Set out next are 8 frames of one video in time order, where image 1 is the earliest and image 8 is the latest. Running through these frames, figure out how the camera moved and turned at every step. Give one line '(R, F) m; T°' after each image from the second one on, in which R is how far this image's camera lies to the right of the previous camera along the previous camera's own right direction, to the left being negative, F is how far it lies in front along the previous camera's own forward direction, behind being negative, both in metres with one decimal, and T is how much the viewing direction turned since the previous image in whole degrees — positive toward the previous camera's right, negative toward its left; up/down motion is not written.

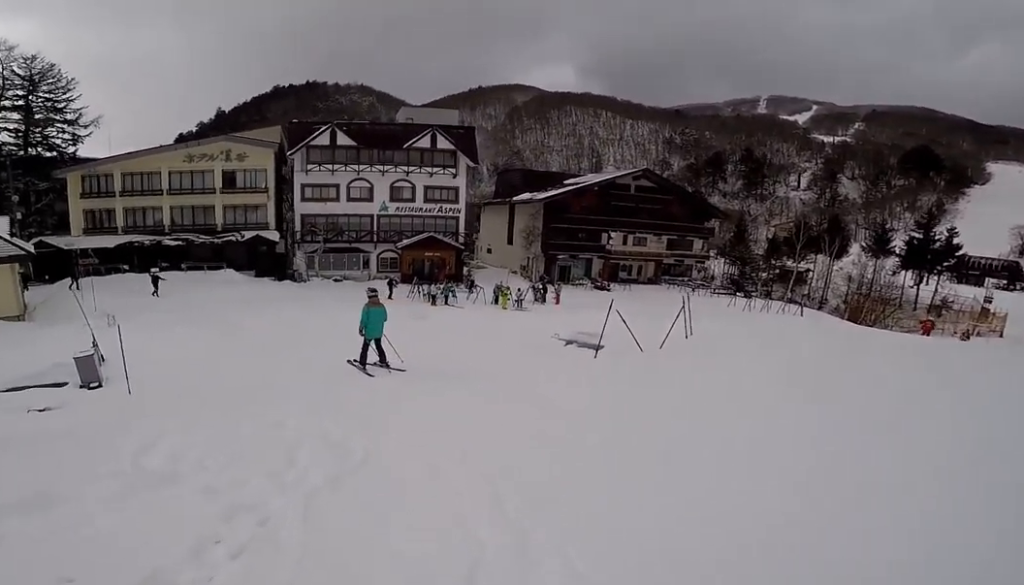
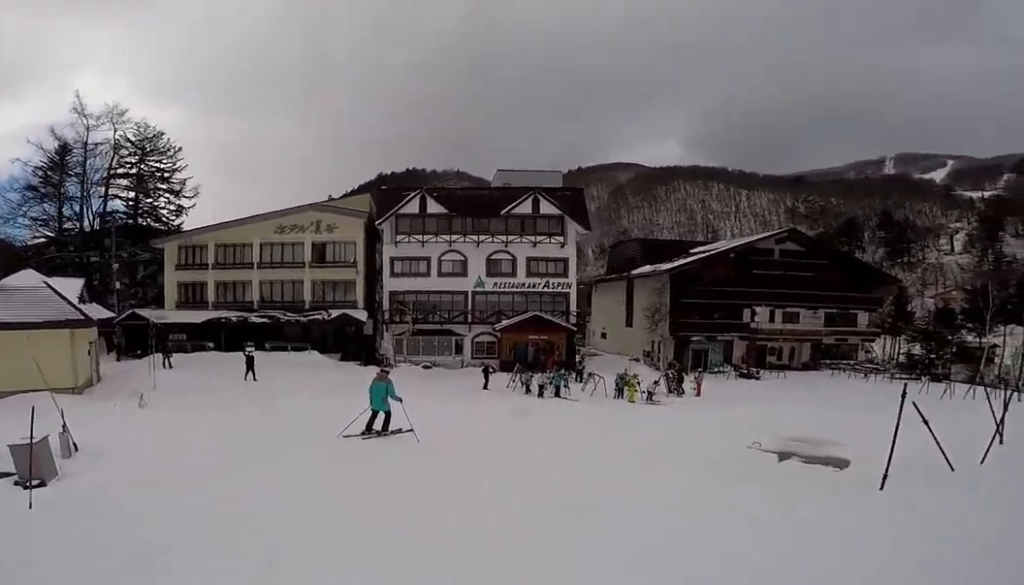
(+0.5, +4.6) m; -5°
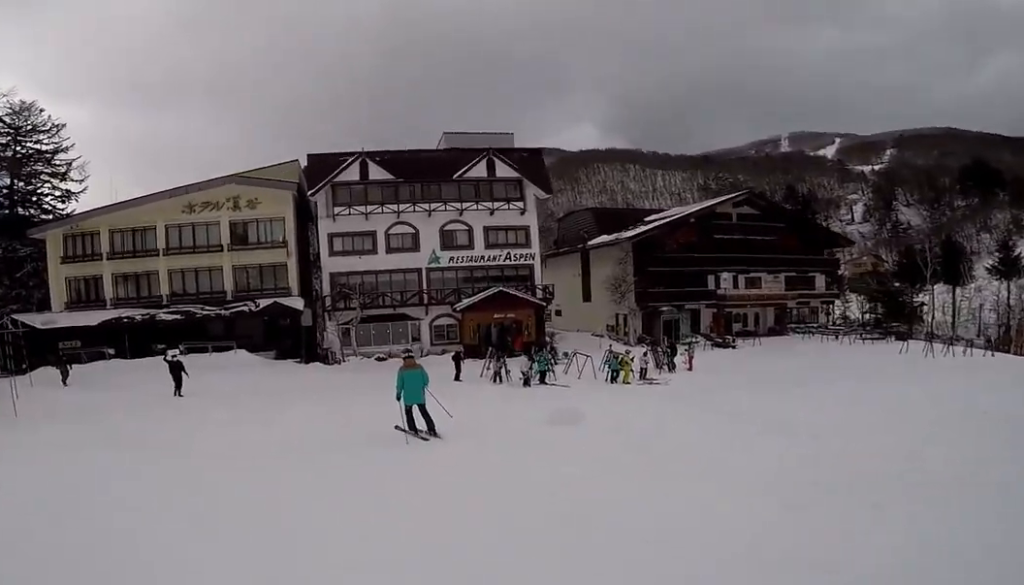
(-1.0, +4.8) m; -8°
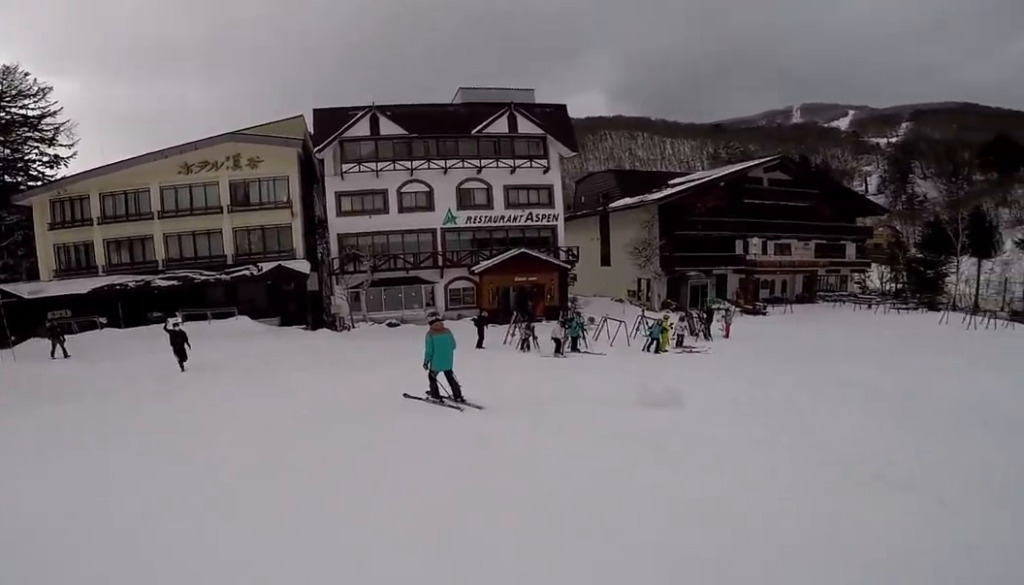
(0.0, +1.9) m; +4°
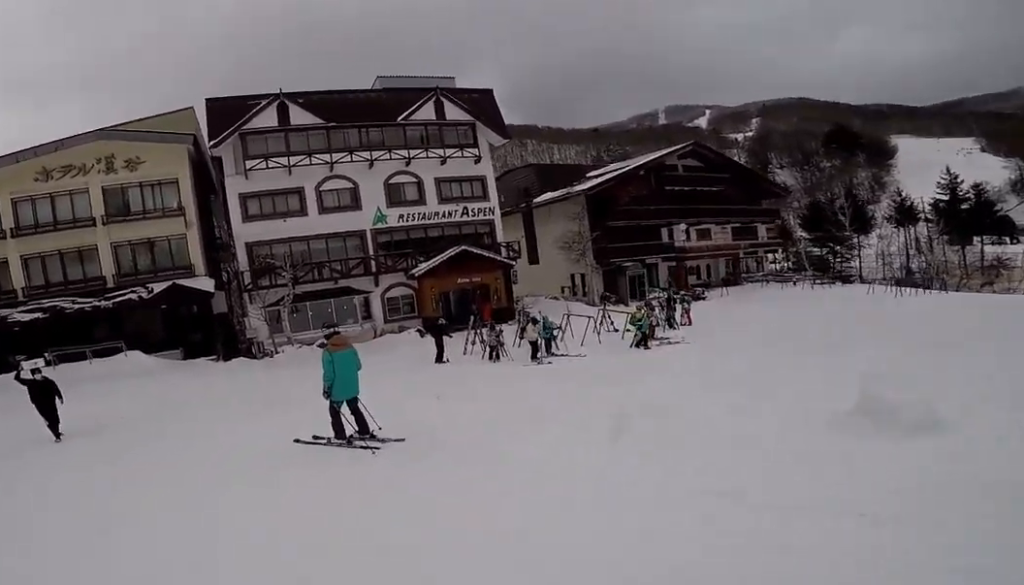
(+0.3, +3.7) m; +2°
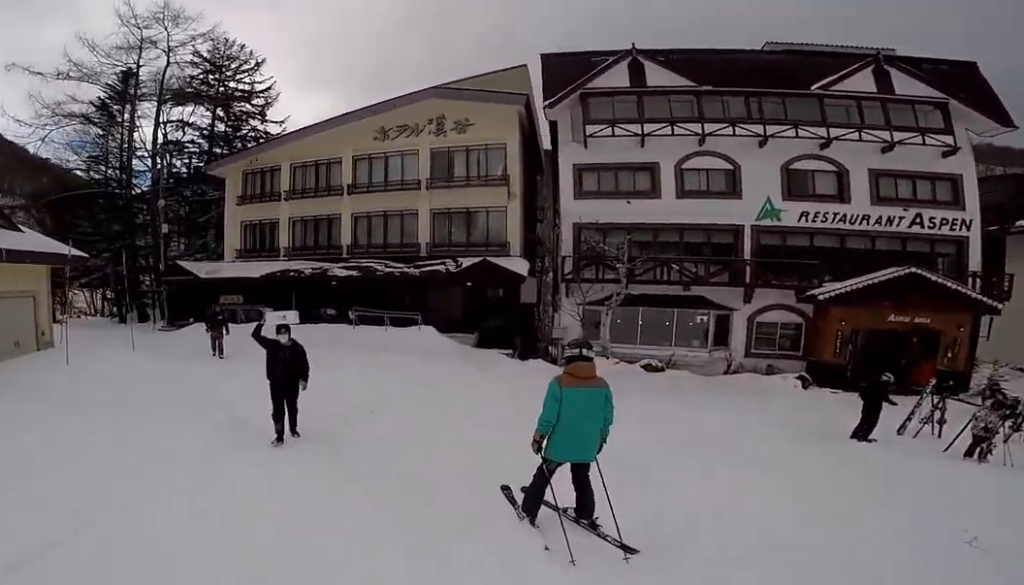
(0.0, +3.6) m; -9°
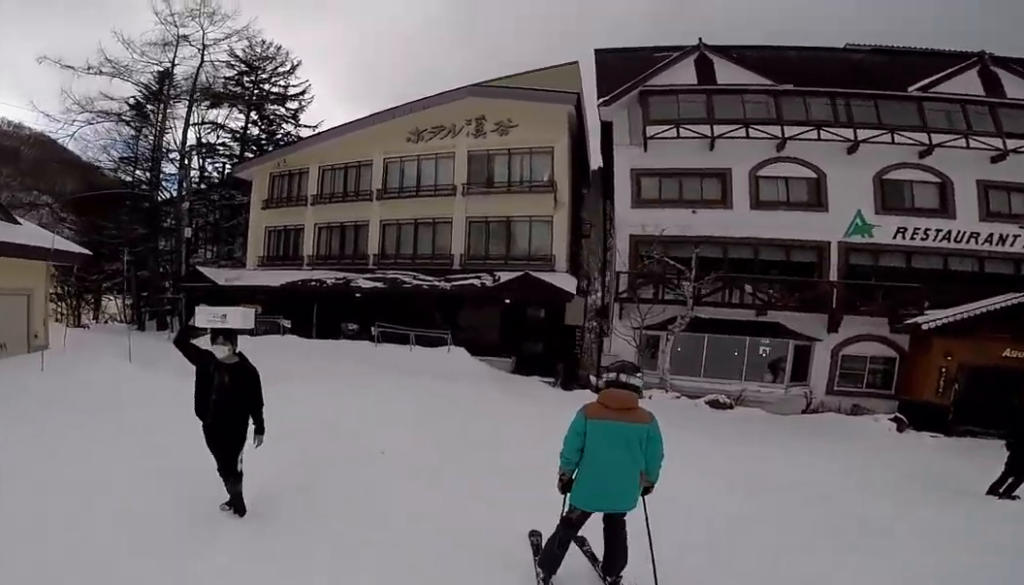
(+0.1, +1.7) m; -9°
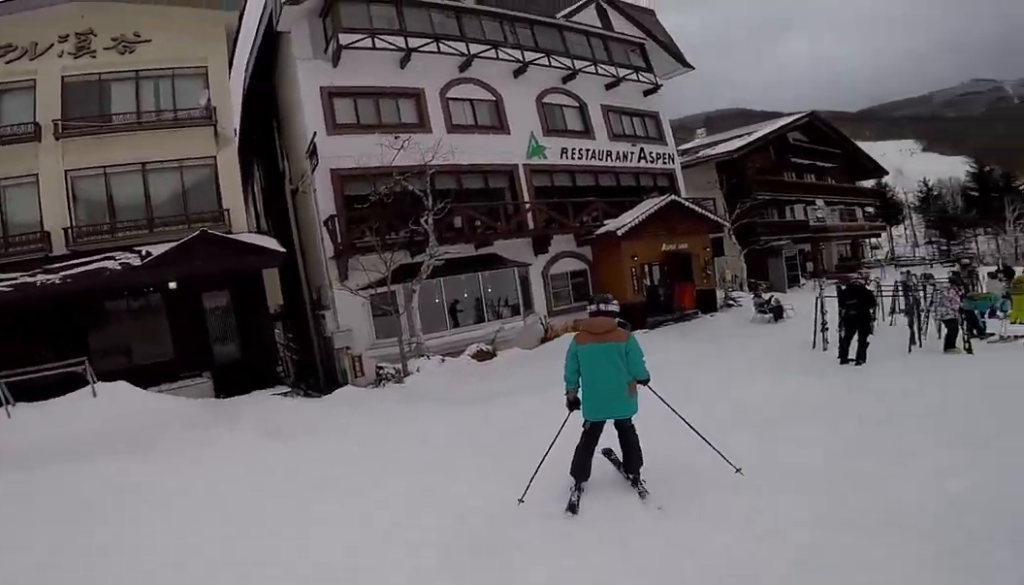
(+0.8, +3.3) m; +63°
